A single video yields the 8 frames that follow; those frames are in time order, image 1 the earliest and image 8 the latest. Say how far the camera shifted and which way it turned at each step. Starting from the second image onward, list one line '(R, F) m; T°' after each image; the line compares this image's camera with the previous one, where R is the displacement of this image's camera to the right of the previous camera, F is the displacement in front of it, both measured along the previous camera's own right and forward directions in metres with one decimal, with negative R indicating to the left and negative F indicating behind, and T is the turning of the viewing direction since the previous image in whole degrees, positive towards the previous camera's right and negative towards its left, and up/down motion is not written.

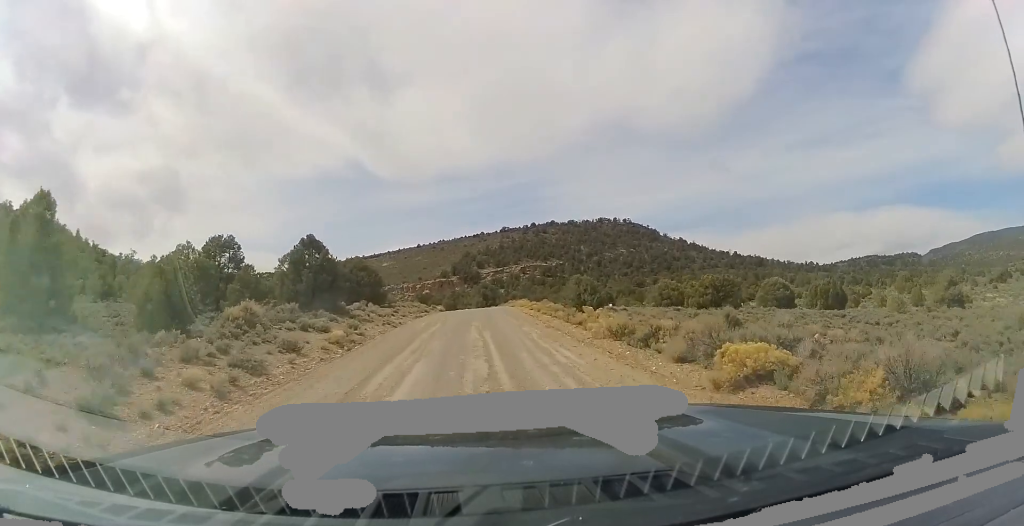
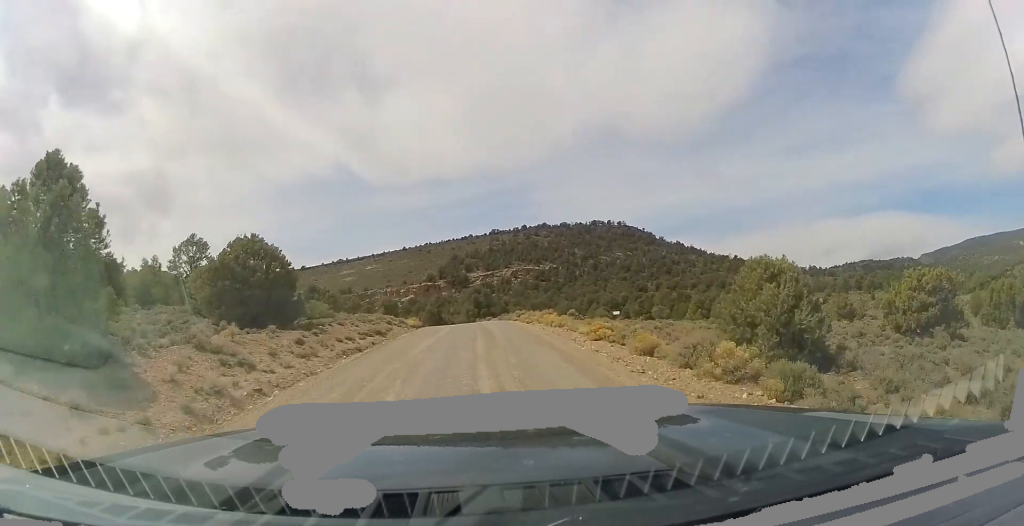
(+0.3, +22.1) m; +3°
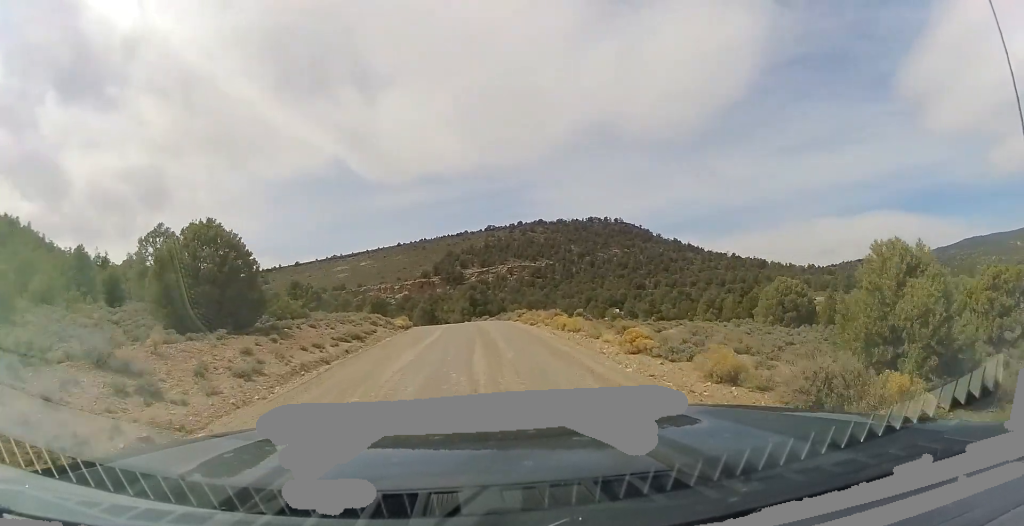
(0.0, +4.4) m; -1°
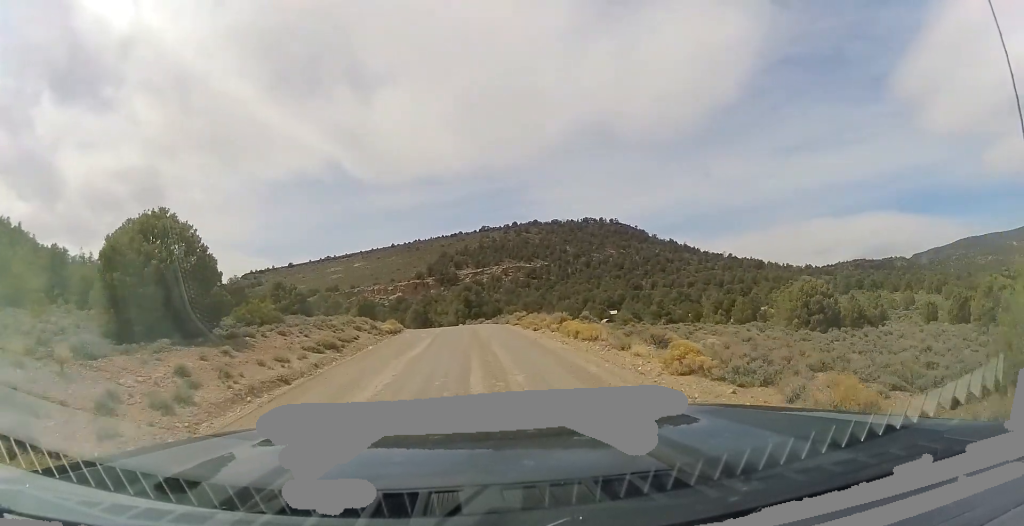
(+0.1, +3.5) m; -1°
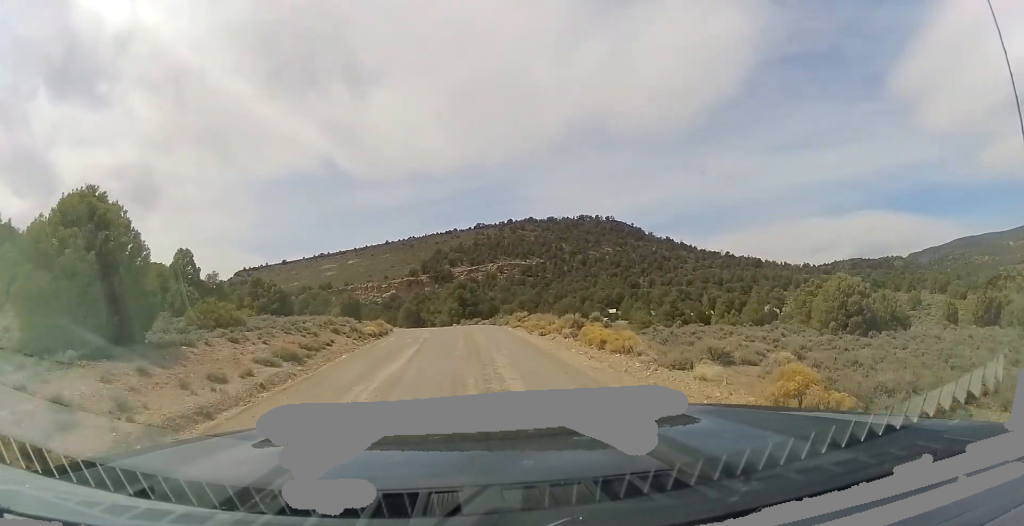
(-0.2, +4.2) m; 0°
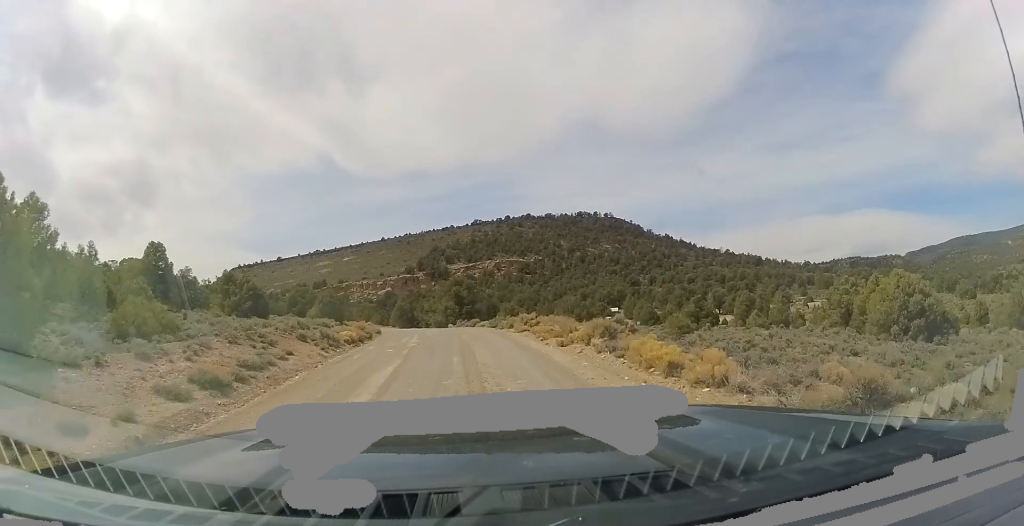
(-0.2, +5.3) m; +1°
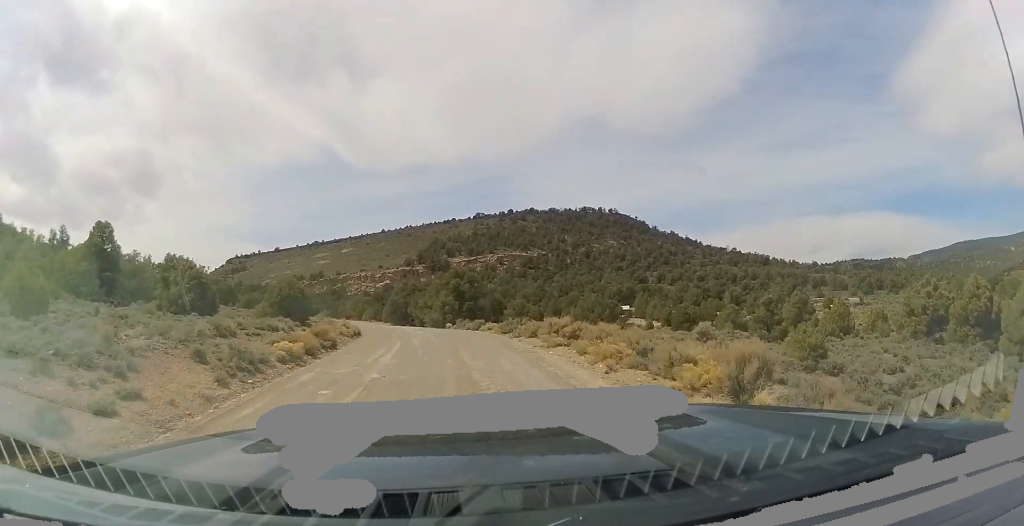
(+0.6, +8.9) m; +4°
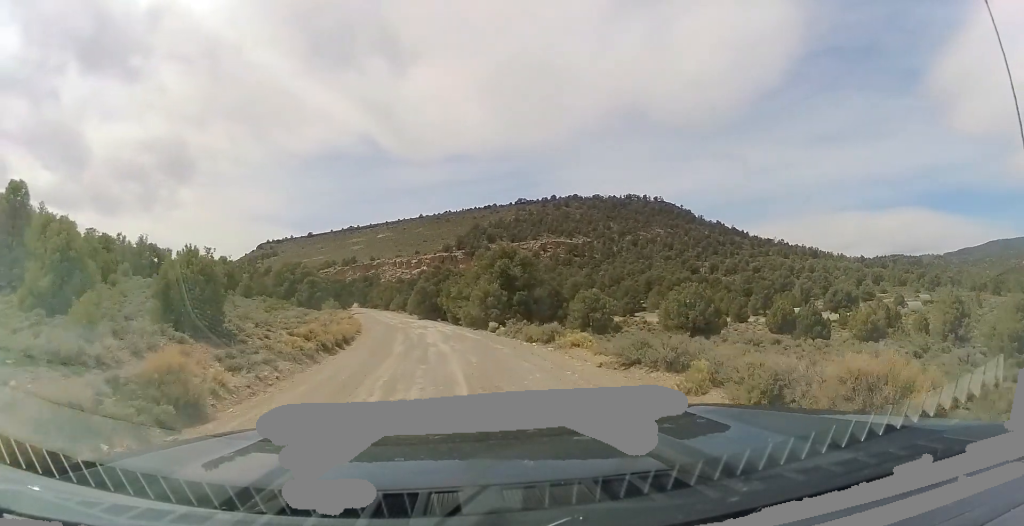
(-0.5, +14.4) m; -6°
